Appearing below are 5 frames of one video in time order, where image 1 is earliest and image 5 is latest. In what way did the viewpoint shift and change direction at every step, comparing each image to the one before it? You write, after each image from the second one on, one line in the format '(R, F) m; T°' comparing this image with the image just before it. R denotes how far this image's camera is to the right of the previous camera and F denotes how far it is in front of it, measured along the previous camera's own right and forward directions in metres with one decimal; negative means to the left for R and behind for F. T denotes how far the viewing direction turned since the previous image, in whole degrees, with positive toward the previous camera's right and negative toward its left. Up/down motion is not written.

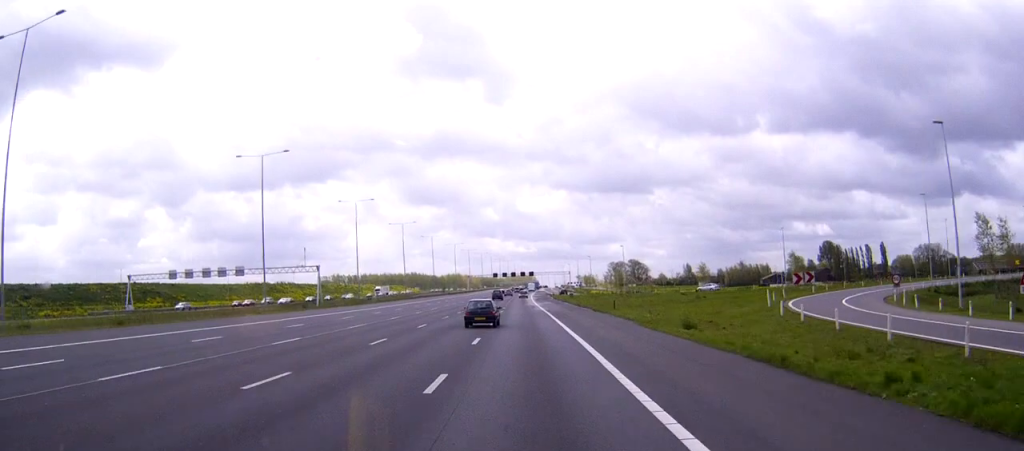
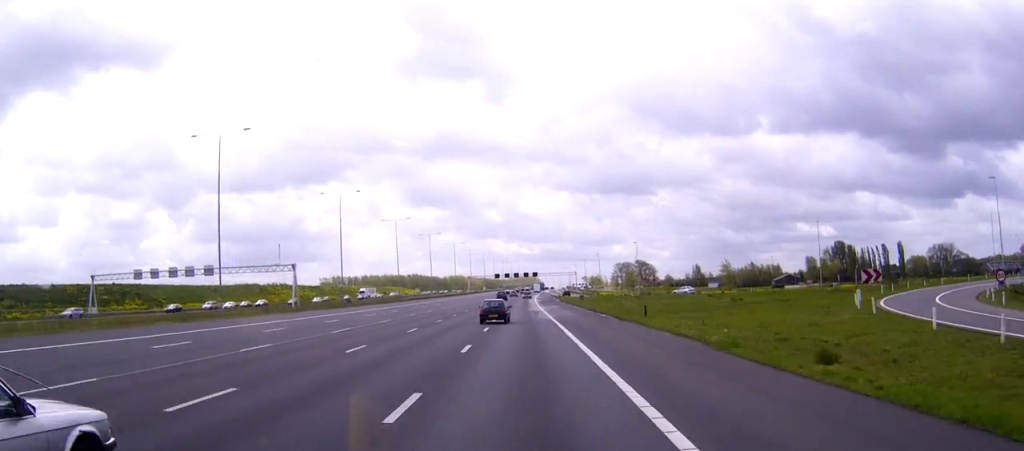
(0.0, +14.9) m; 0°
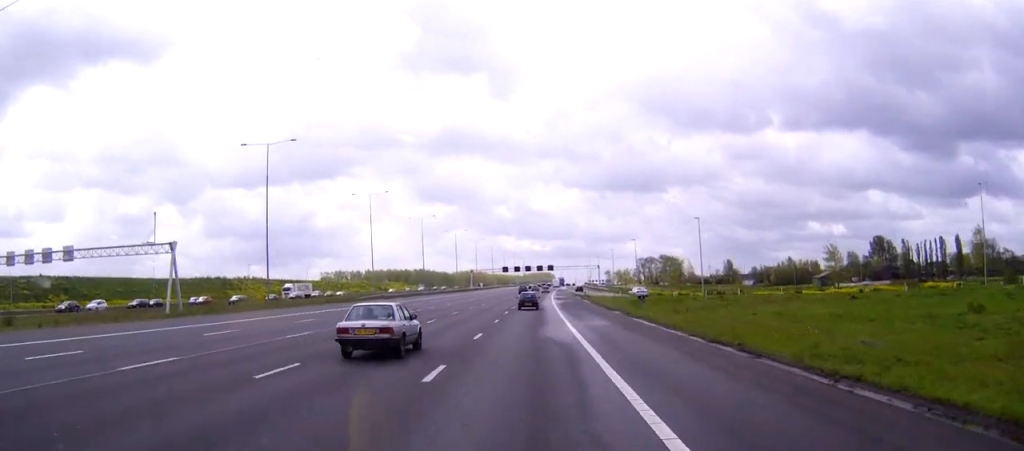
(-0.3, +43.0) m; -1°
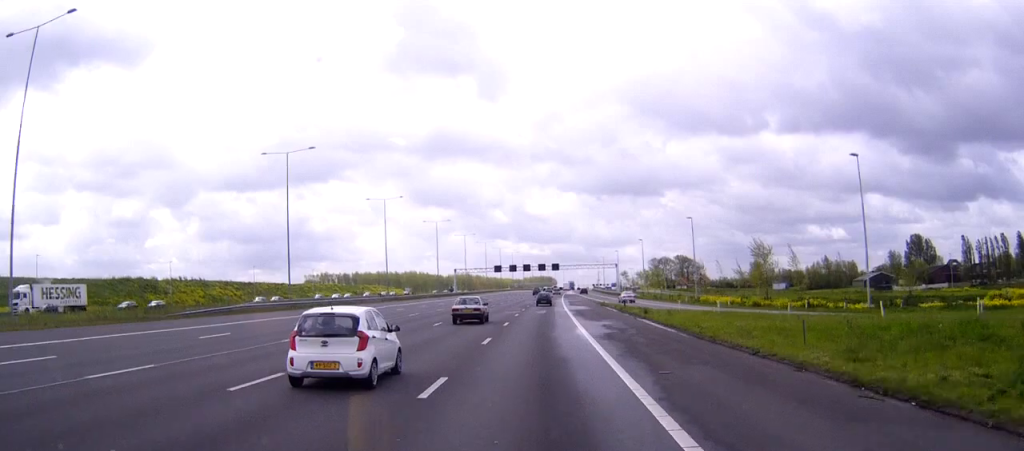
(-0.2, +49.0) m; 0°
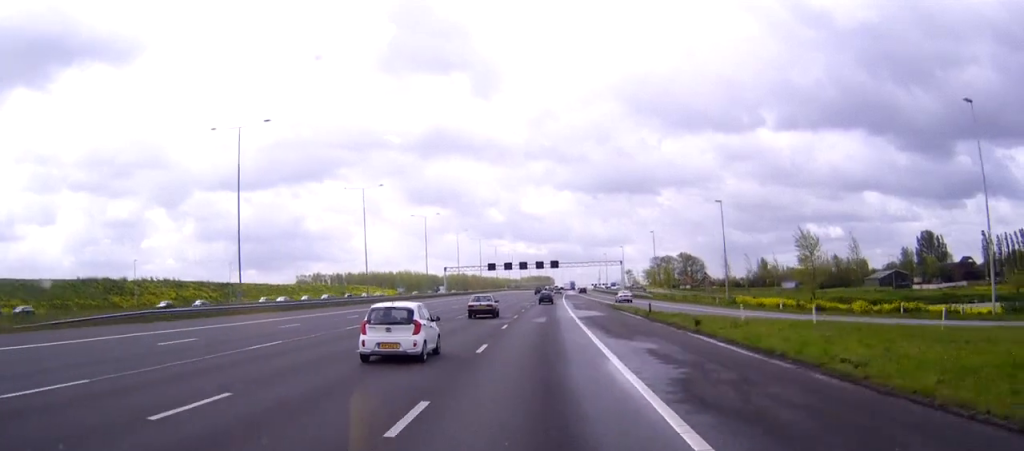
(0.0, +15.4) m; 0°
